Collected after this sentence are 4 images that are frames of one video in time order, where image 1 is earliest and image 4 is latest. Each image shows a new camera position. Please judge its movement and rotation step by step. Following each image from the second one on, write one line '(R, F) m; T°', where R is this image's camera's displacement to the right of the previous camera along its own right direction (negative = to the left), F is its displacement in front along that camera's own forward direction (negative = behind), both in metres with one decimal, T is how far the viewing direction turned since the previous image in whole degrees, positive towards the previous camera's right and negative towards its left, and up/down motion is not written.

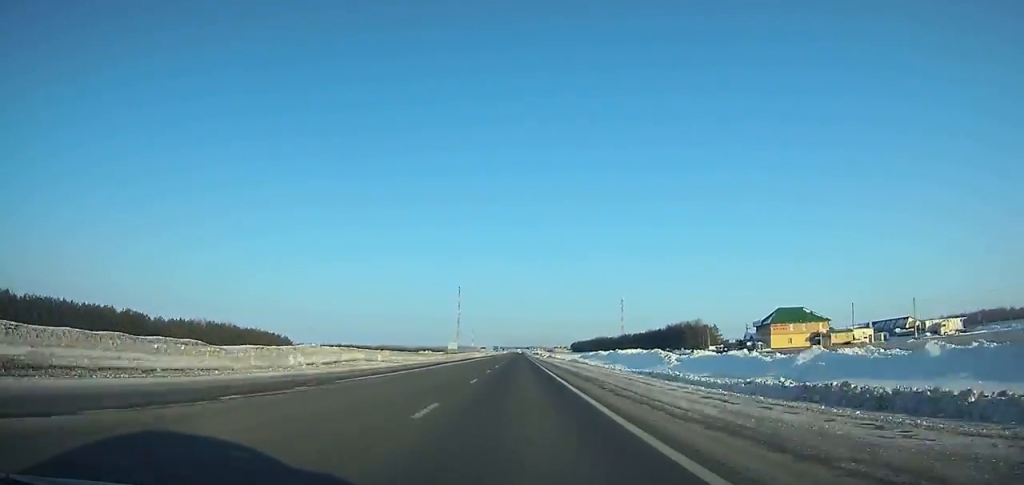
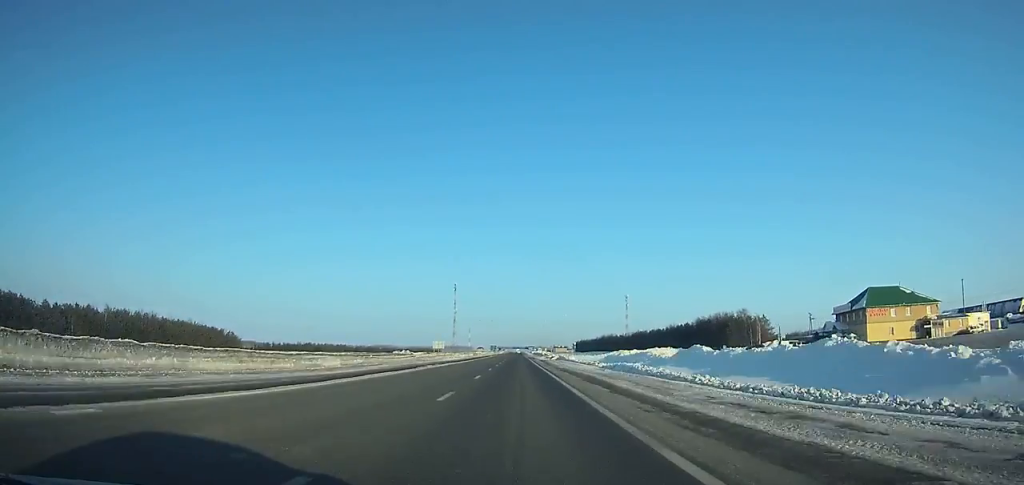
(-0.1, +44.3) m; 0°
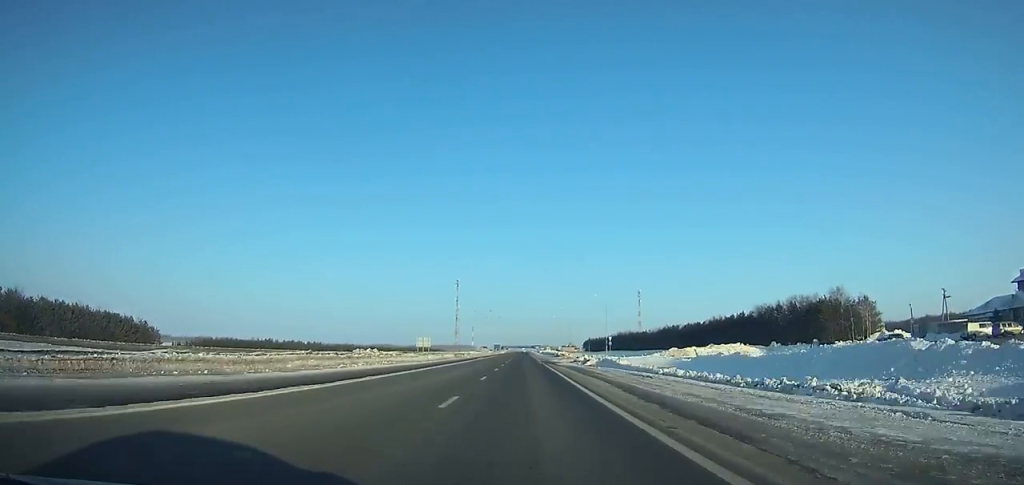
(-0.1, +49.6) m; 0°
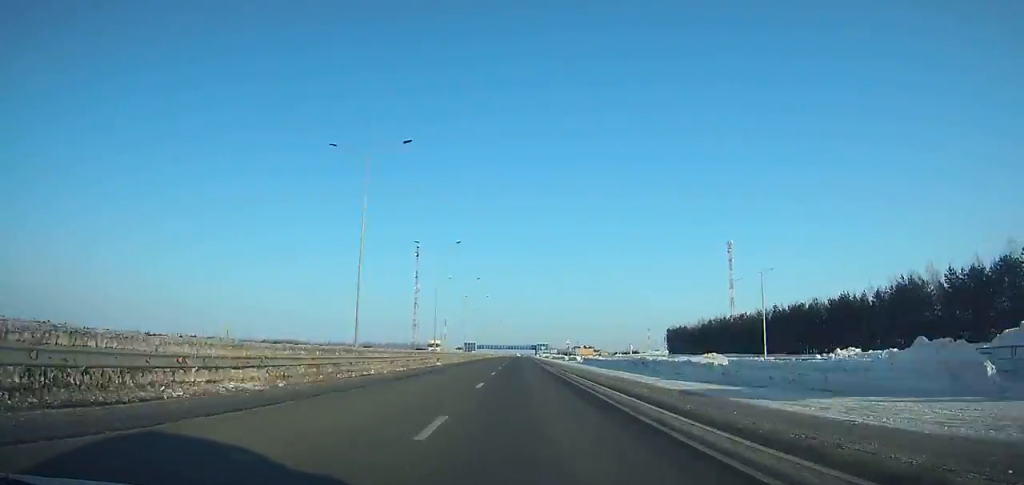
(+1.8, +341.5) m; 0°
